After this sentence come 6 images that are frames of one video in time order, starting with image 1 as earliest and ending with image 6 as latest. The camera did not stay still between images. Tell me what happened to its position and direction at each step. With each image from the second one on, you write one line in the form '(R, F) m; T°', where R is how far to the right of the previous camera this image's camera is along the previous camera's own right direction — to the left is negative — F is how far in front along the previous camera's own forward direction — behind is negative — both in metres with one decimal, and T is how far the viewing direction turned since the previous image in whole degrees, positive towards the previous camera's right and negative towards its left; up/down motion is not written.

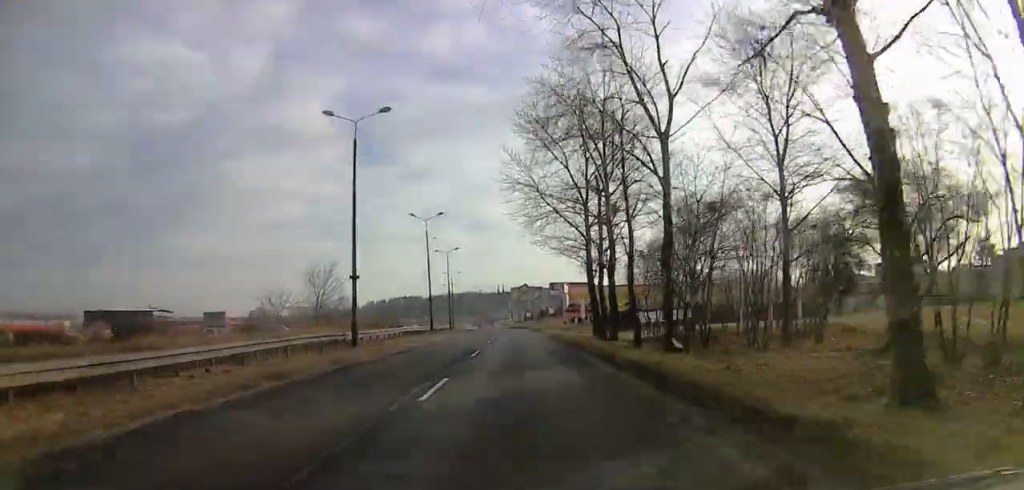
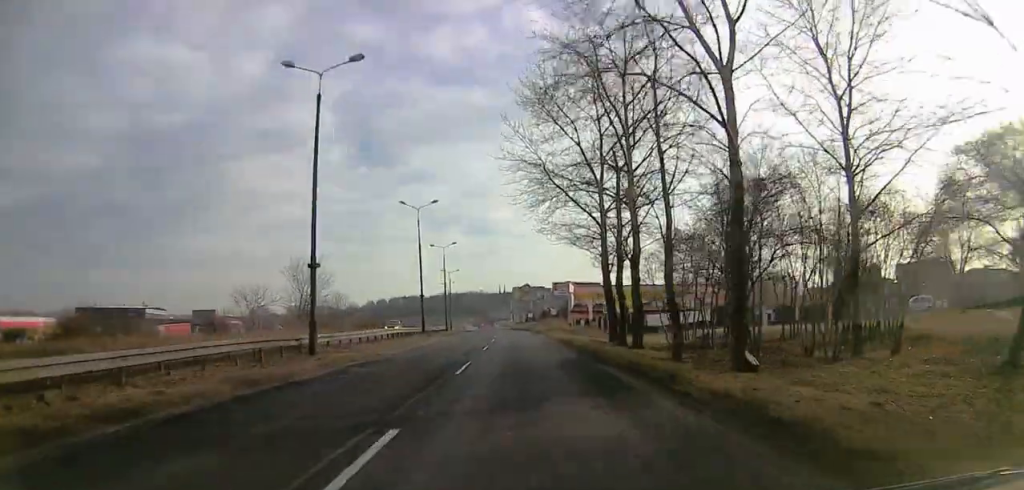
(-0.1, +7.9) m; 0°
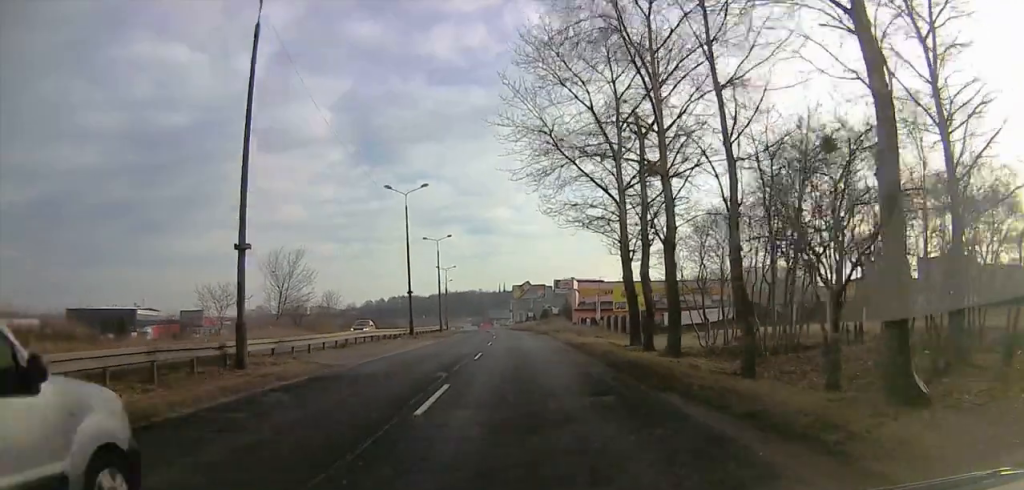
(-0.1, +7.8) m; 0°
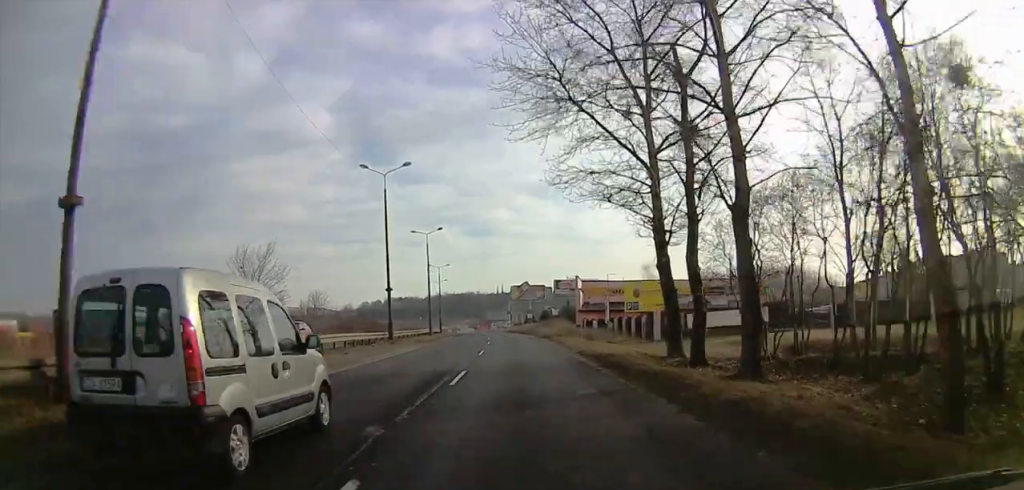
(0.0, +8.4) m; 0°
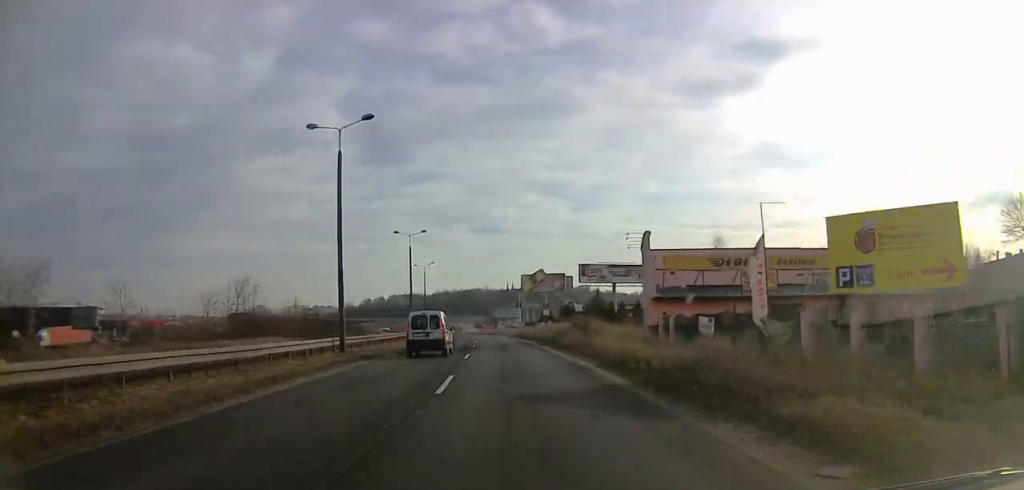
(0.0, +37.9) m; 0°
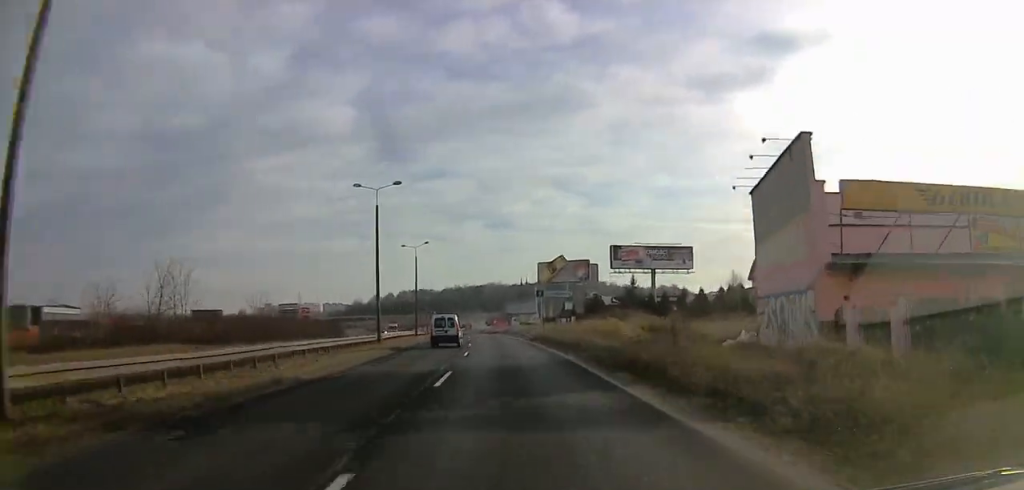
(0.0, +21.7) m; 0°
